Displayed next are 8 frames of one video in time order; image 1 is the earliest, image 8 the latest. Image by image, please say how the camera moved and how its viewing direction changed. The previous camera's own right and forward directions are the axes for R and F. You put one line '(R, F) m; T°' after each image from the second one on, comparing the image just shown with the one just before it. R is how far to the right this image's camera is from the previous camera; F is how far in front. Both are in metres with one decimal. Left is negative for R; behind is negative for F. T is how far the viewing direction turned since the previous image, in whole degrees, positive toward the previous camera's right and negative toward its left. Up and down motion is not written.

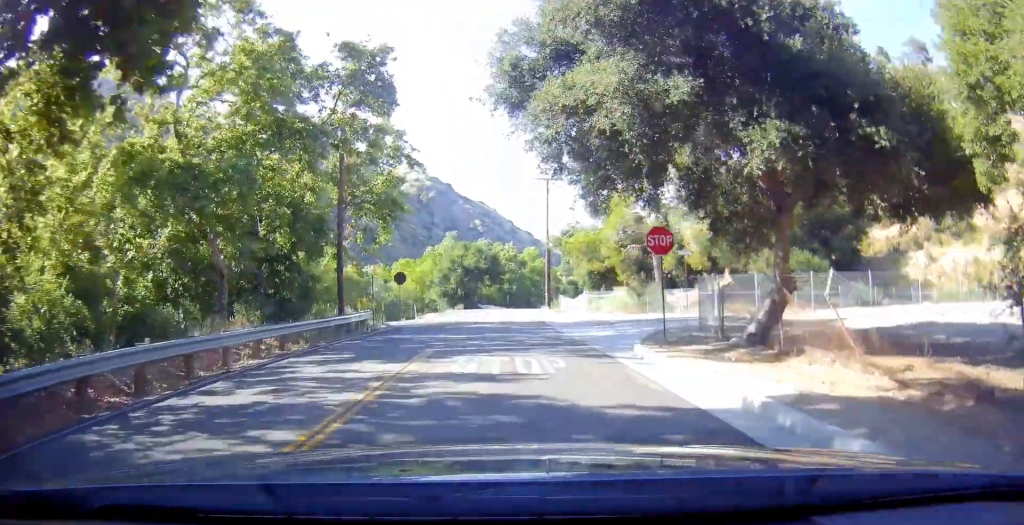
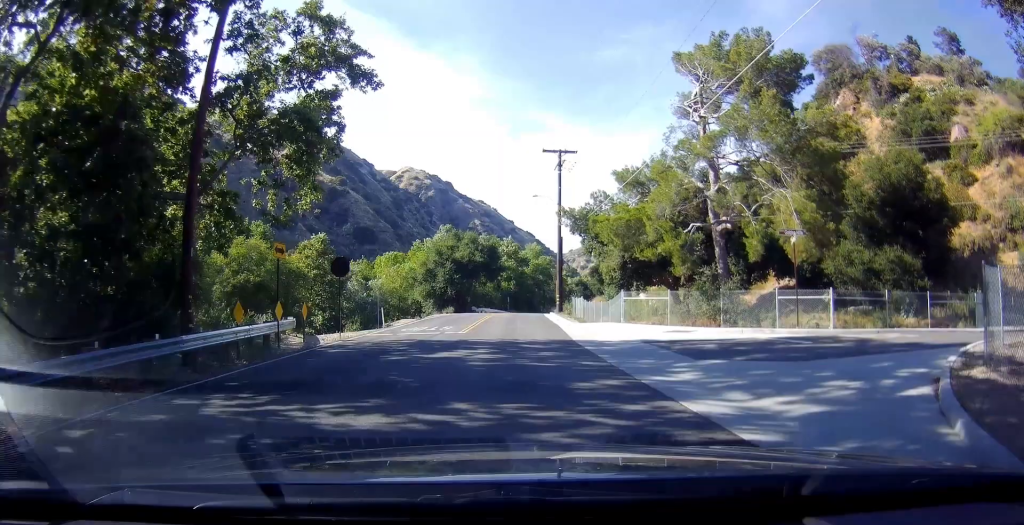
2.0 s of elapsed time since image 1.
(-0.3, +18.4) m; -2°
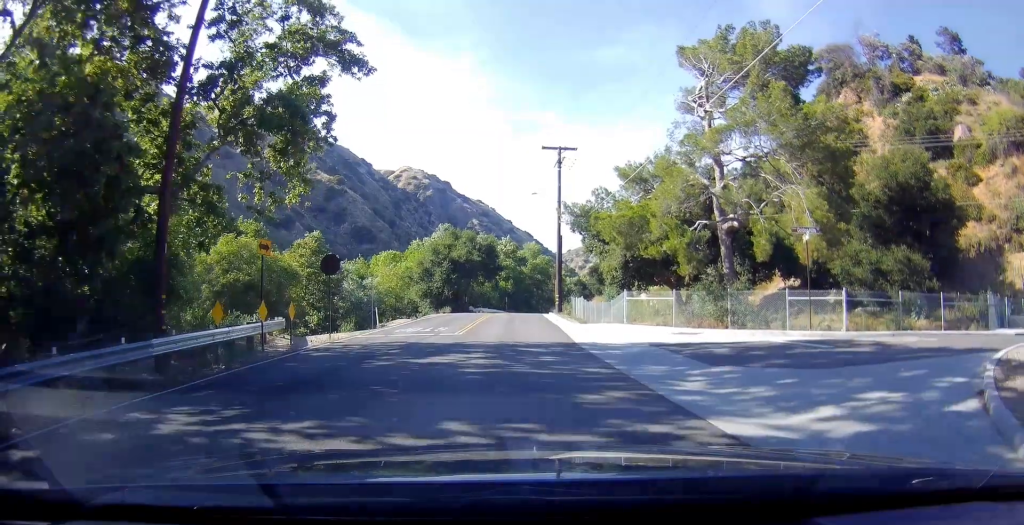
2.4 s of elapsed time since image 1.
(0.0, +2.8) m; 0°
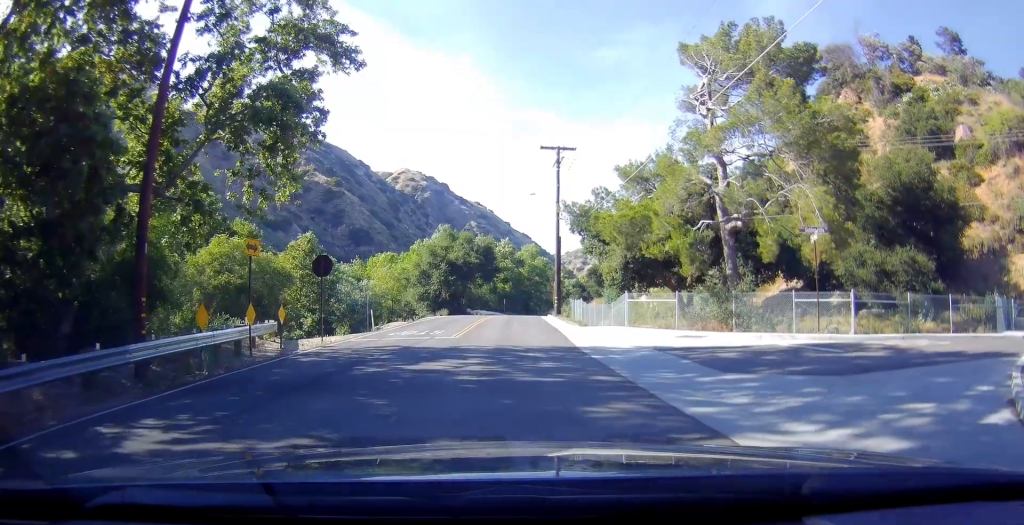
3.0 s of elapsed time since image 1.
(0.0, +3.3) m; 0°
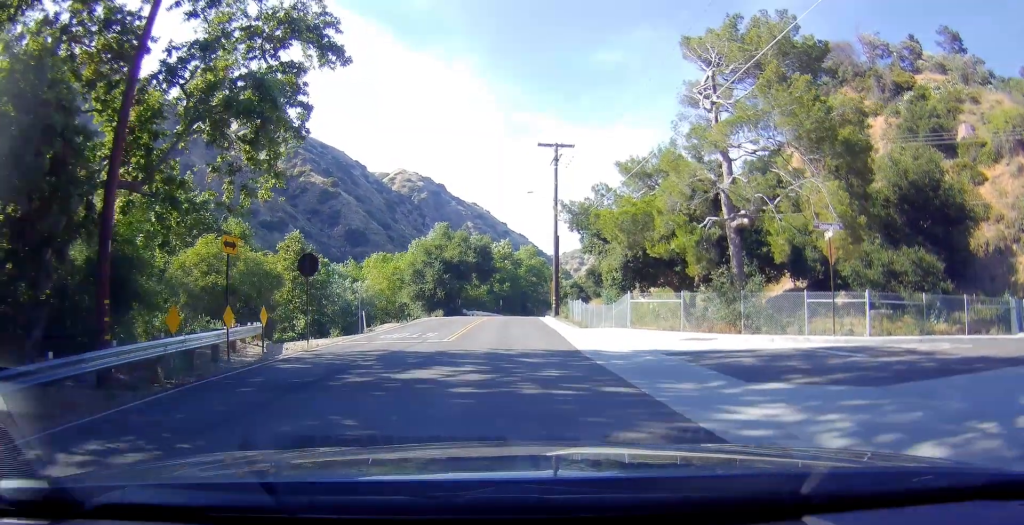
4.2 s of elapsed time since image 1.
(0.0, +1.2) m; 0°
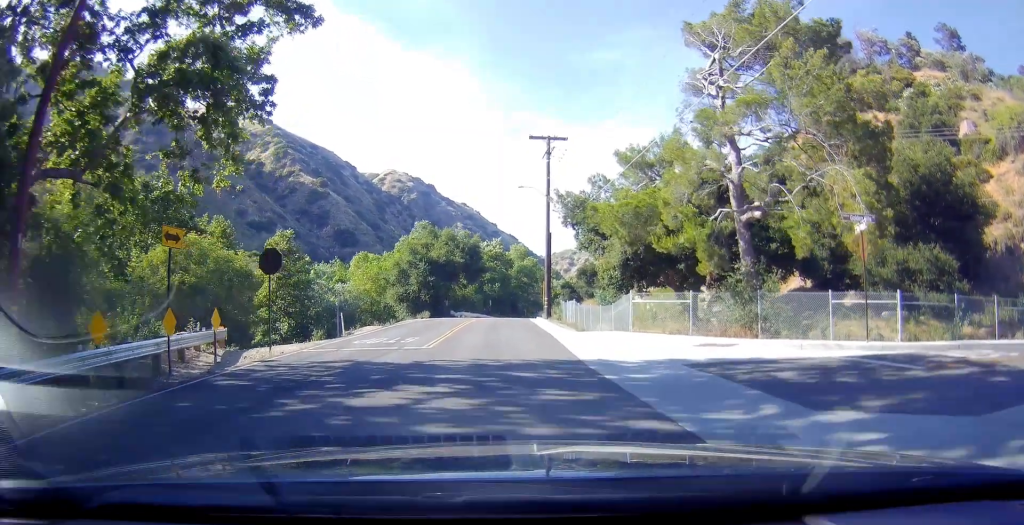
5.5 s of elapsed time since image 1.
(0.0, +4.2) m; -1°
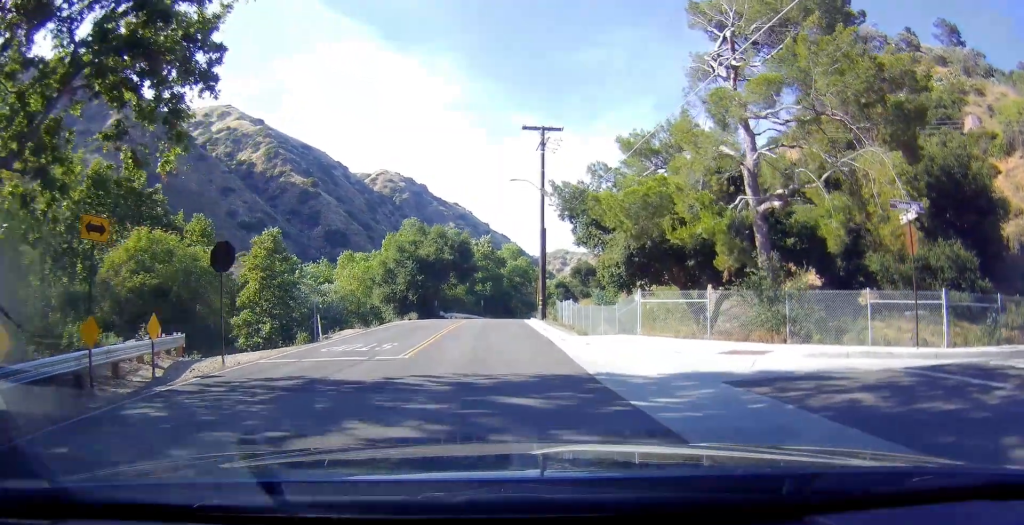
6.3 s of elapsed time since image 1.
(0.0, +2.9) m; 0°
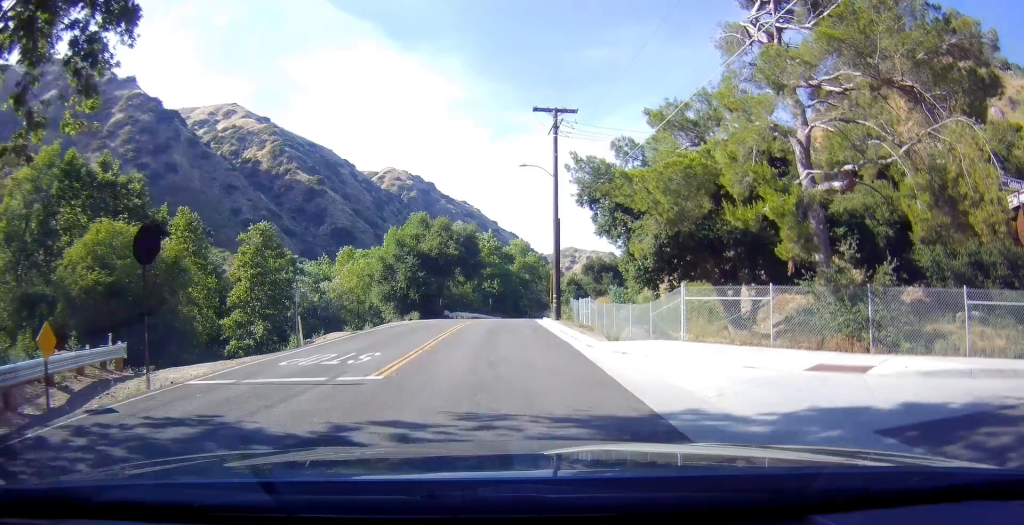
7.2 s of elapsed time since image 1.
(0.0, +3.4) m; 0°
